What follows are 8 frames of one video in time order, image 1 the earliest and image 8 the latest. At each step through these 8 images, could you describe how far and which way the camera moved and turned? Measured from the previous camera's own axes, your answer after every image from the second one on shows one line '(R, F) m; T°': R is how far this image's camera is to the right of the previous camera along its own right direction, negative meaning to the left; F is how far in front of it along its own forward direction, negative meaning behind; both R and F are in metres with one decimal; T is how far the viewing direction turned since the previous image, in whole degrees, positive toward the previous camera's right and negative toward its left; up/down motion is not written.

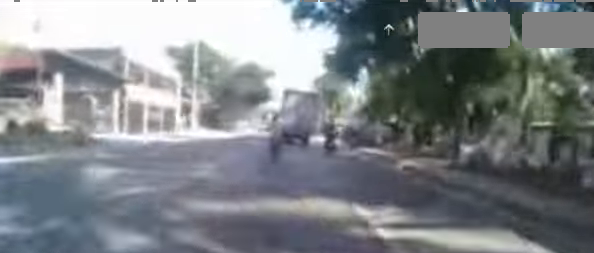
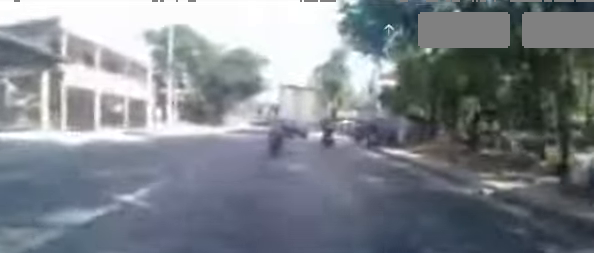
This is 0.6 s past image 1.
(0.0, +5.5) m; +1°
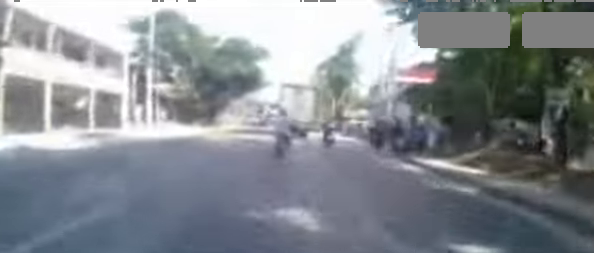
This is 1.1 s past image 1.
(+0.2, +3.9) m; 0°
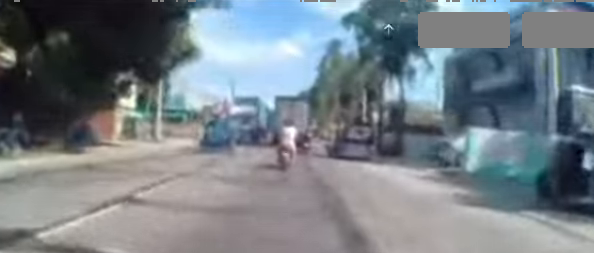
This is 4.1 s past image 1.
(-2.4, +24.1) m; -12°
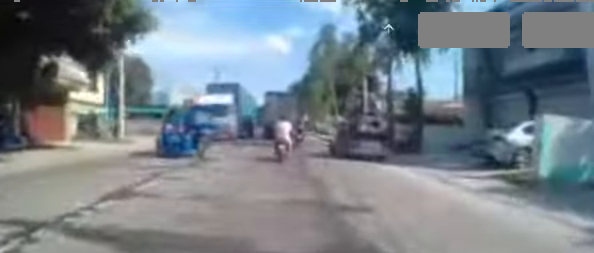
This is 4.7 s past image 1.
(-0.1, +4.2) m; +1°
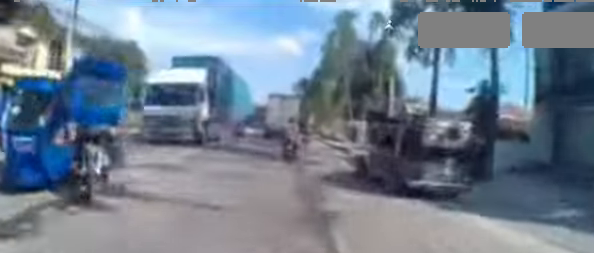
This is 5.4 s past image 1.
(-0.5, +5.5) m; +5°
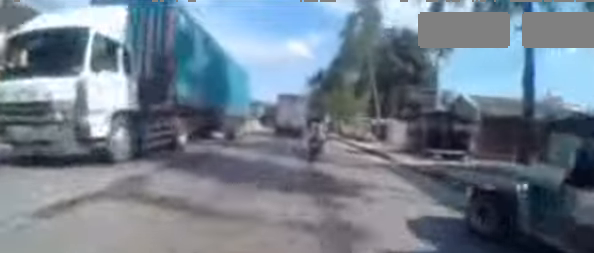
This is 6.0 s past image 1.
(+0.9, +5.1) m; +9°
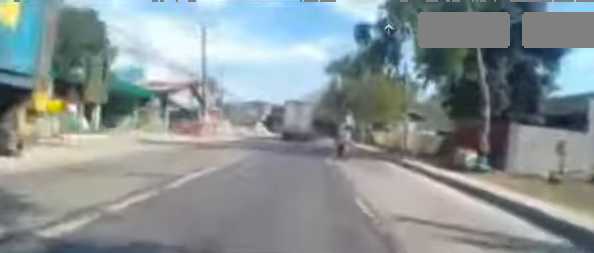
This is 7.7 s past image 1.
(+1.3, +13.5) m; +2°
